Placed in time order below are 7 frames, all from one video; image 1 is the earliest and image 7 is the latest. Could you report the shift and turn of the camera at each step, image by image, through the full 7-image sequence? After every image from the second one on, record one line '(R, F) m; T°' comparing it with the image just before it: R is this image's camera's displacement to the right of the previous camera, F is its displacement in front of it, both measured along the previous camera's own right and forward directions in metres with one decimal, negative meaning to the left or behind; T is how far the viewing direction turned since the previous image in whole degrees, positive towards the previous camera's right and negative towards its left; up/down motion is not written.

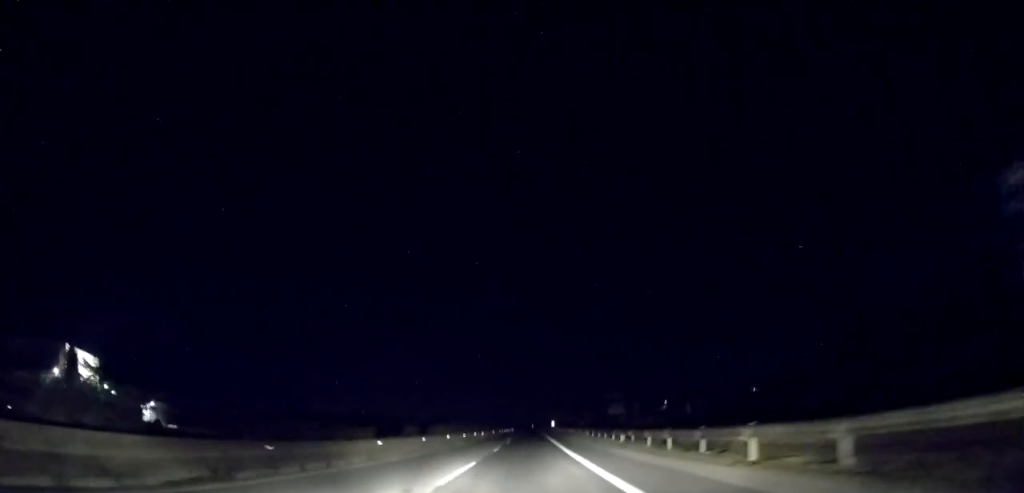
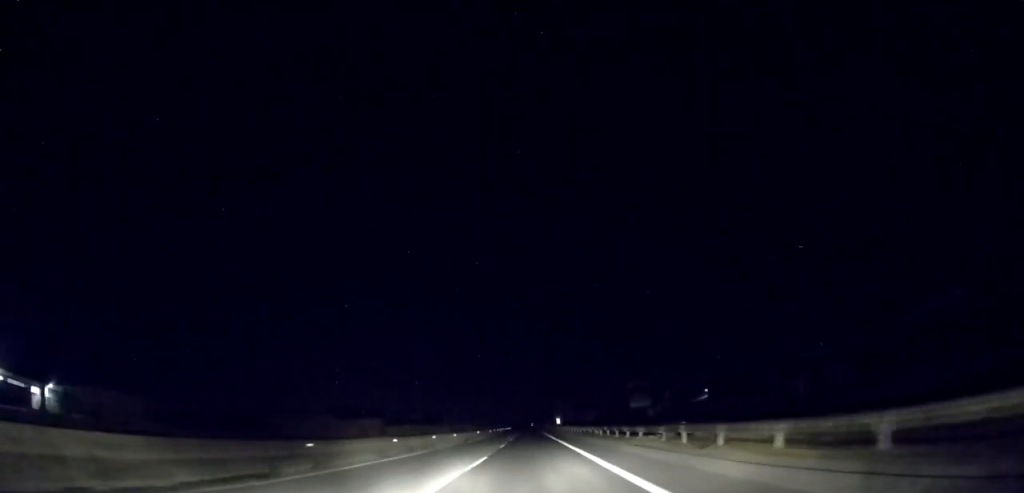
(+0.2, +32.4) m; +1°
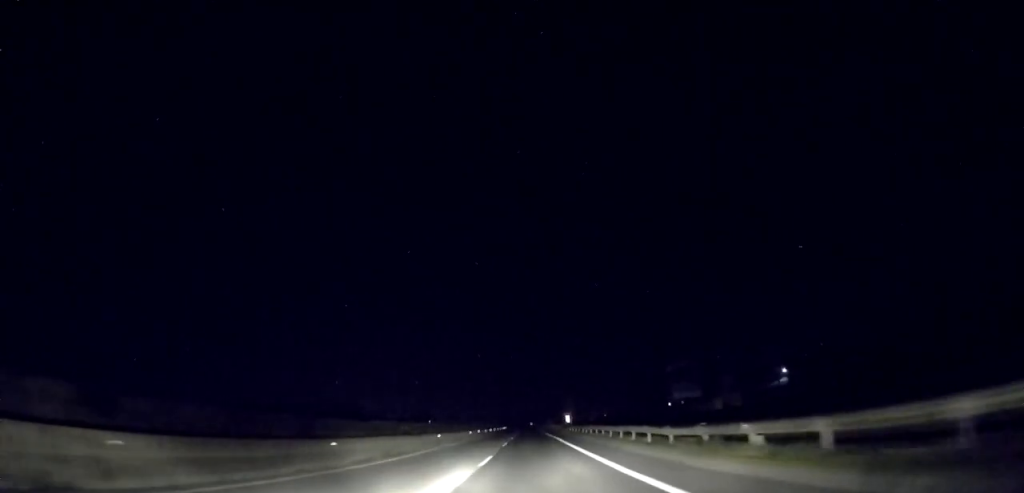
(+0.1, +33.8) m; 0°
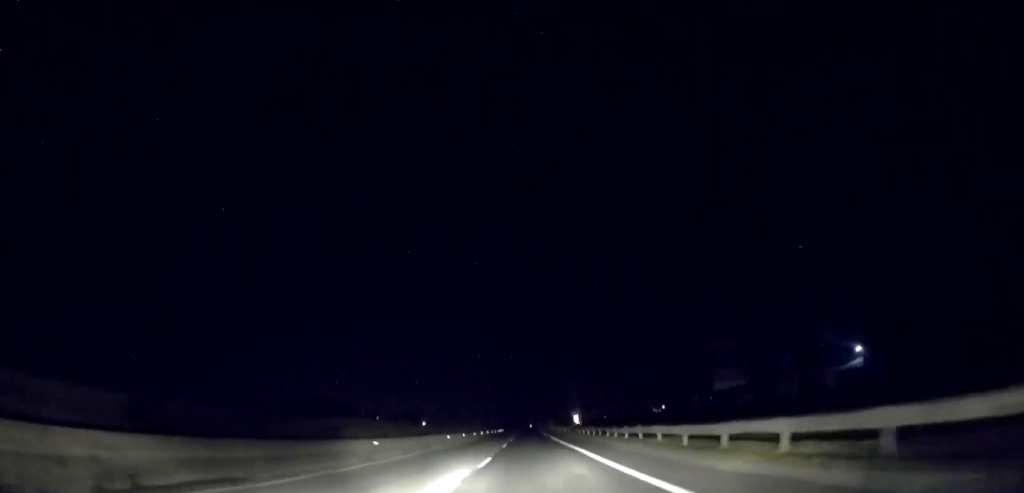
(0.0, +18.3) m; 0°
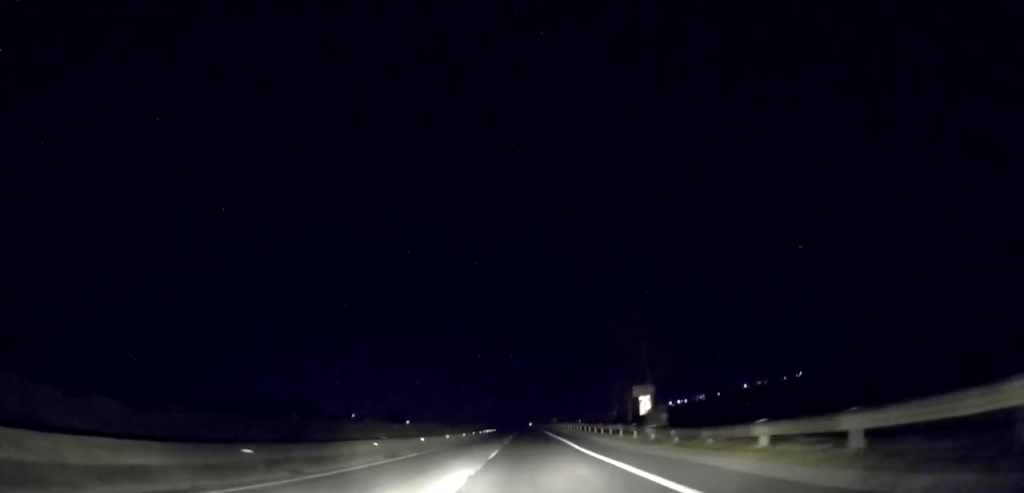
(-0.4, +47.9) m; 0°
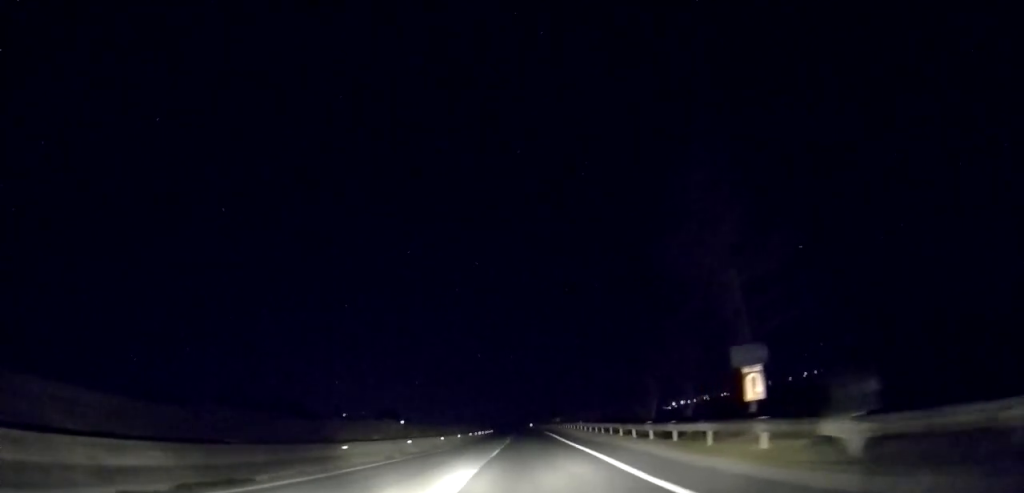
(+0.2, +16.1) m; 0°
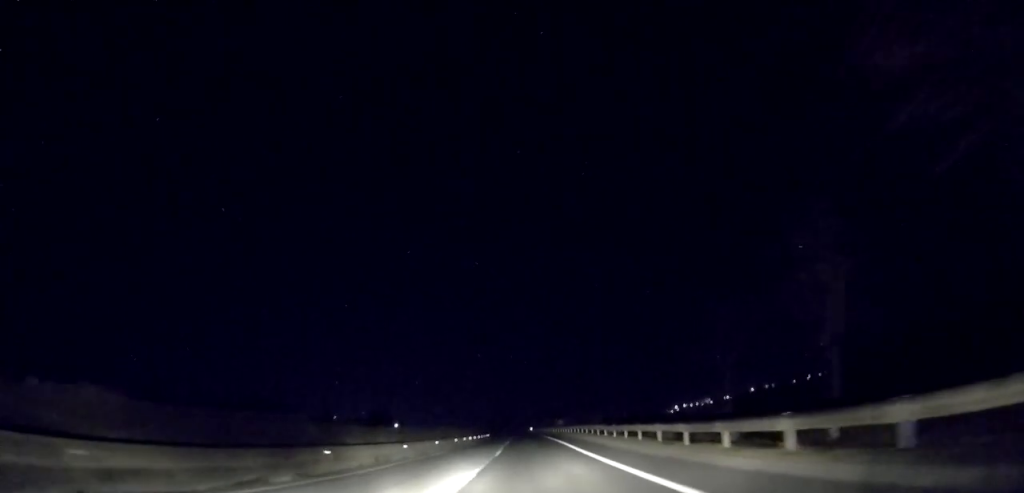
(0.0, +13.7) m; 0°
